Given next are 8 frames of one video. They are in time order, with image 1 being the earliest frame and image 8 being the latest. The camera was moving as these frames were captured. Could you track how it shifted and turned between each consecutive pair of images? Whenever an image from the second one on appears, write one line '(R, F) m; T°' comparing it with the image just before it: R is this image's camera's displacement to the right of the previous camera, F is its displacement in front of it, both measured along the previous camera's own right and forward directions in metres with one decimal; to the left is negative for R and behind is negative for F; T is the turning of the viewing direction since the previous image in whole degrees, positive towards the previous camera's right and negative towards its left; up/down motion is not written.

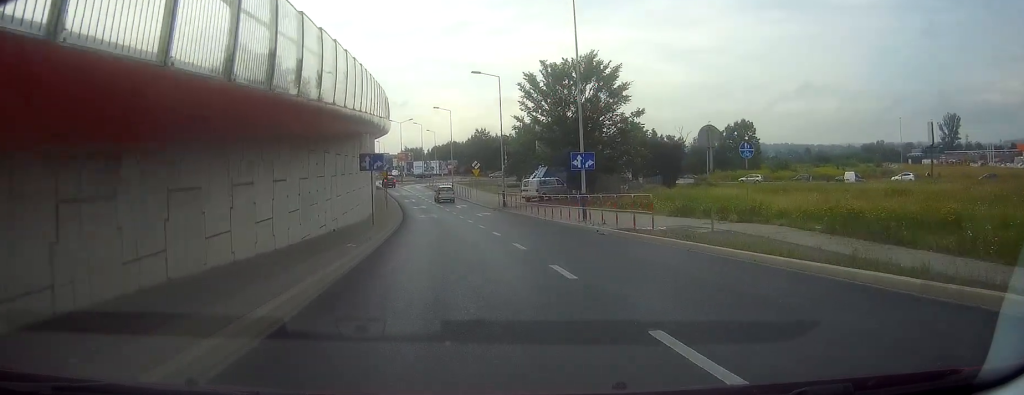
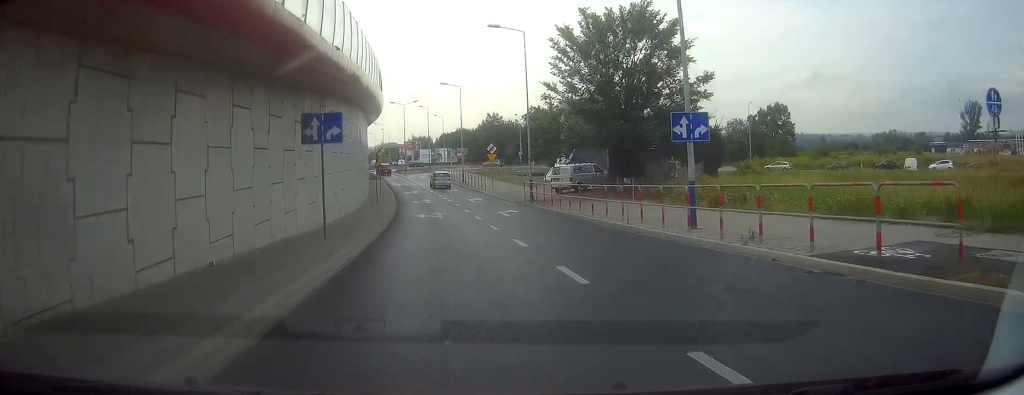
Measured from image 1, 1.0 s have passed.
(-0.1, +12.6) m; -1°
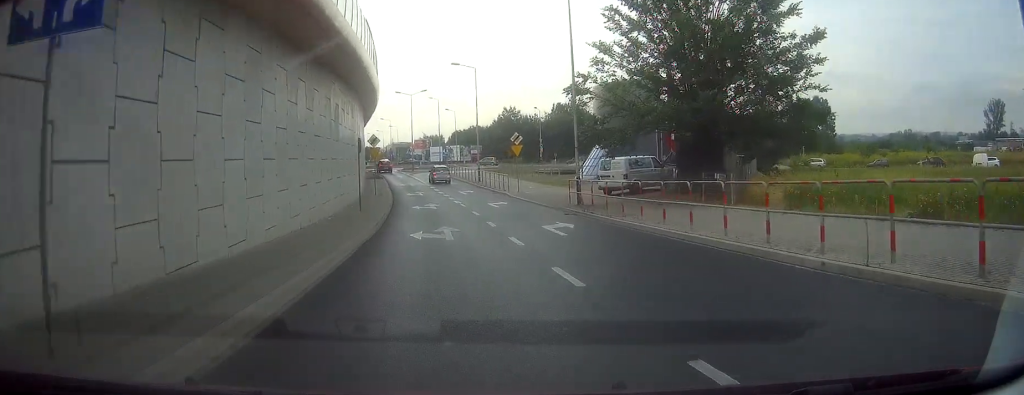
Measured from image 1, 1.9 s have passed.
(-0.1, +11.9) m; -1°
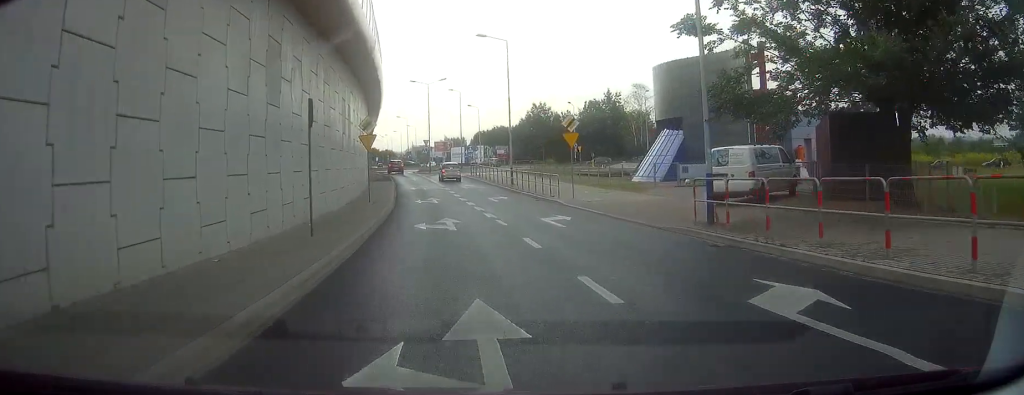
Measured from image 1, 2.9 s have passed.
(-0.2, +13.4) m; -2°
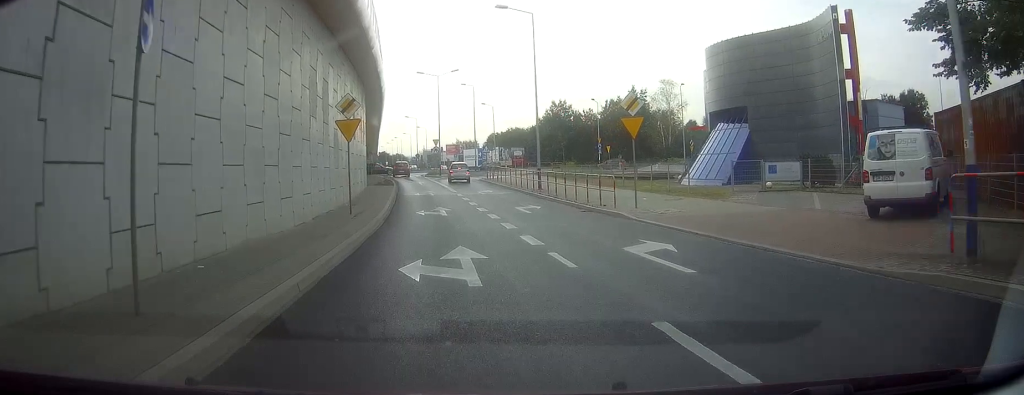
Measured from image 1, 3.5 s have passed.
(-0.1, +9.4) m; -1°
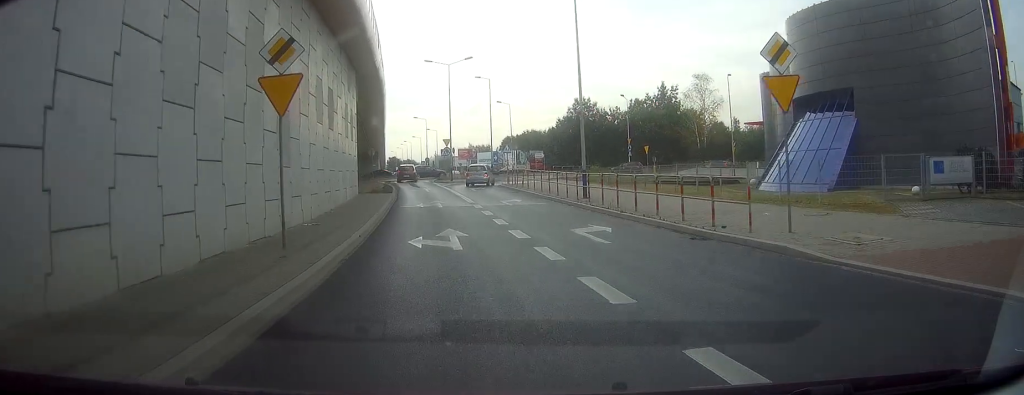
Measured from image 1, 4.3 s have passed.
(-0.1, +10.8) m; -1°
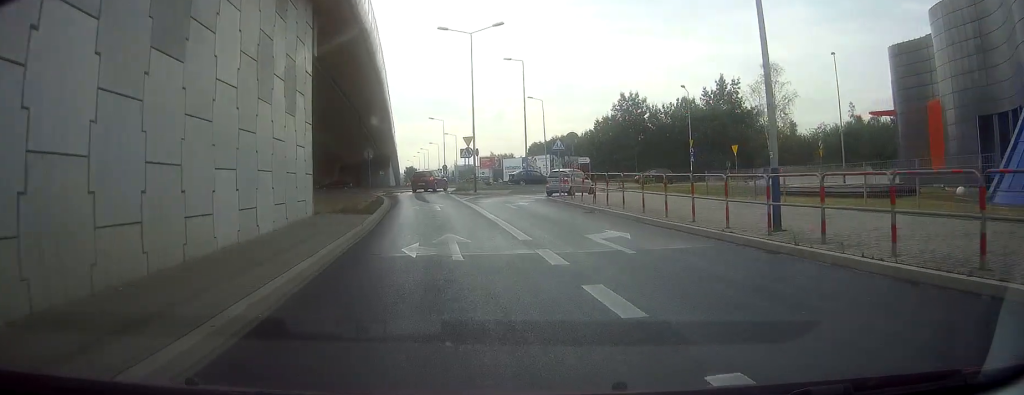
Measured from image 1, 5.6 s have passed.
(-0.2, +17.2) m; -1°
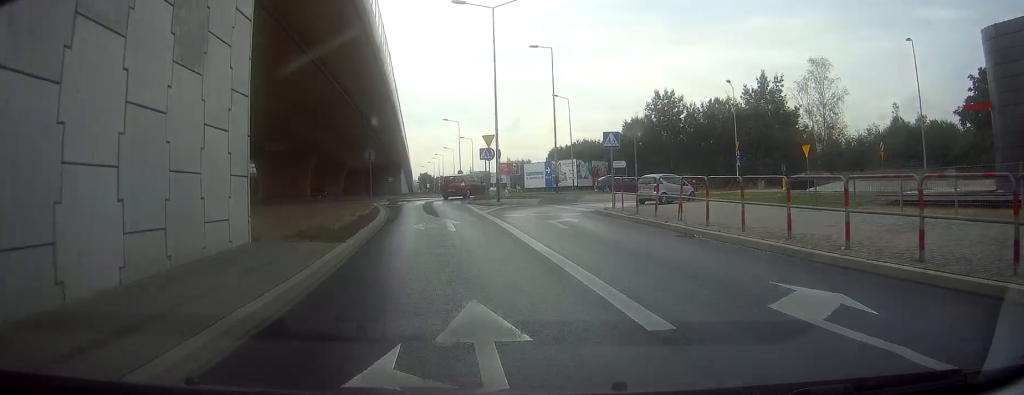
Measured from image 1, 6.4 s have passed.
(-0.1, +8.8) m; -1°
